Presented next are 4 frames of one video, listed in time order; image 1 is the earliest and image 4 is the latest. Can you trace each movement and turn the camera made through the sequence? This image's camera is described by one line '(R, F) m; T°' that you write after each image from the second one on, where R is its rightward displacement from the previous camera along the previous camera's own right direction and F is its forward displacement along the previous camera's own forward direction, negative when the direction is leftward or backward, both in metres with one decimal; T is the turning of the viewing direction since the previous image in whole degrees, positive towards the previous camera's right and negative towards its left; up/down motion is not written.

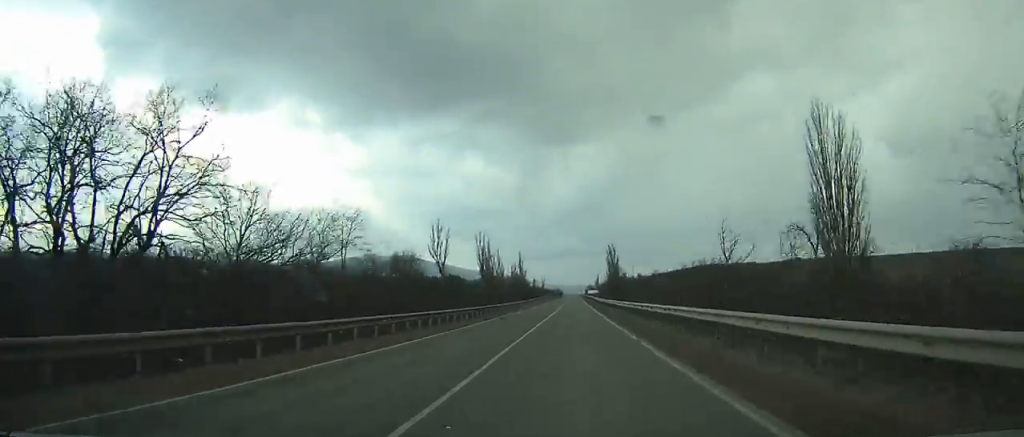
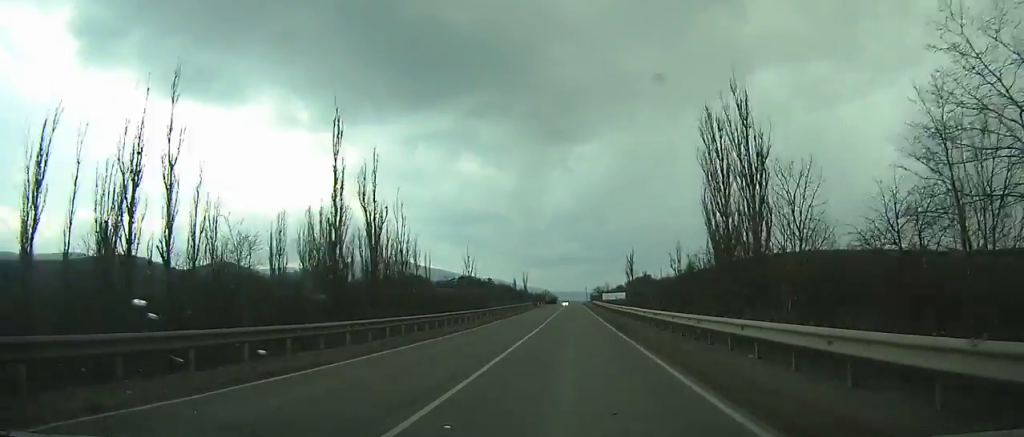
(+0.8, +149.8) m; 0°
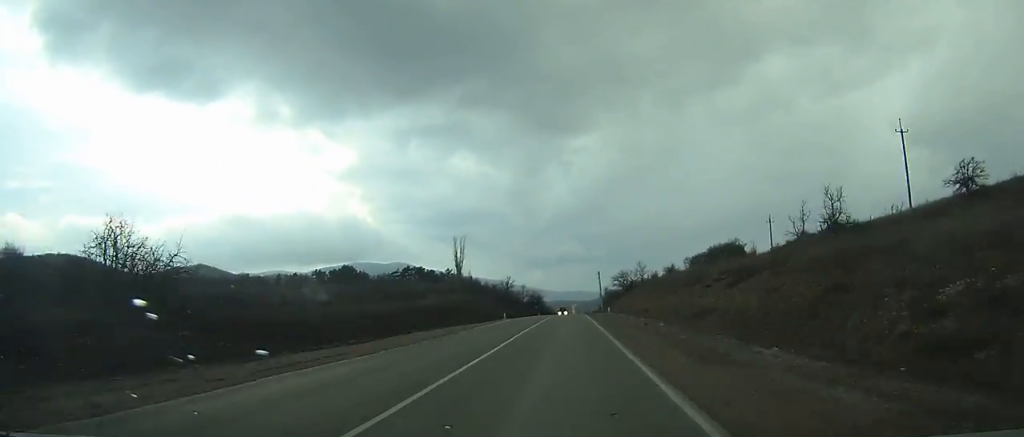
(-0.6, +139.7) m; 0°
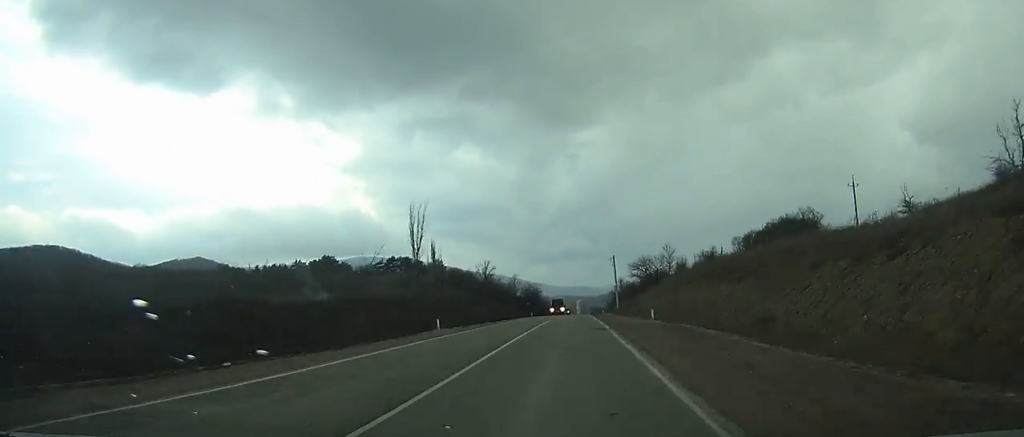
(-0.2, +32.1) m; 0°
